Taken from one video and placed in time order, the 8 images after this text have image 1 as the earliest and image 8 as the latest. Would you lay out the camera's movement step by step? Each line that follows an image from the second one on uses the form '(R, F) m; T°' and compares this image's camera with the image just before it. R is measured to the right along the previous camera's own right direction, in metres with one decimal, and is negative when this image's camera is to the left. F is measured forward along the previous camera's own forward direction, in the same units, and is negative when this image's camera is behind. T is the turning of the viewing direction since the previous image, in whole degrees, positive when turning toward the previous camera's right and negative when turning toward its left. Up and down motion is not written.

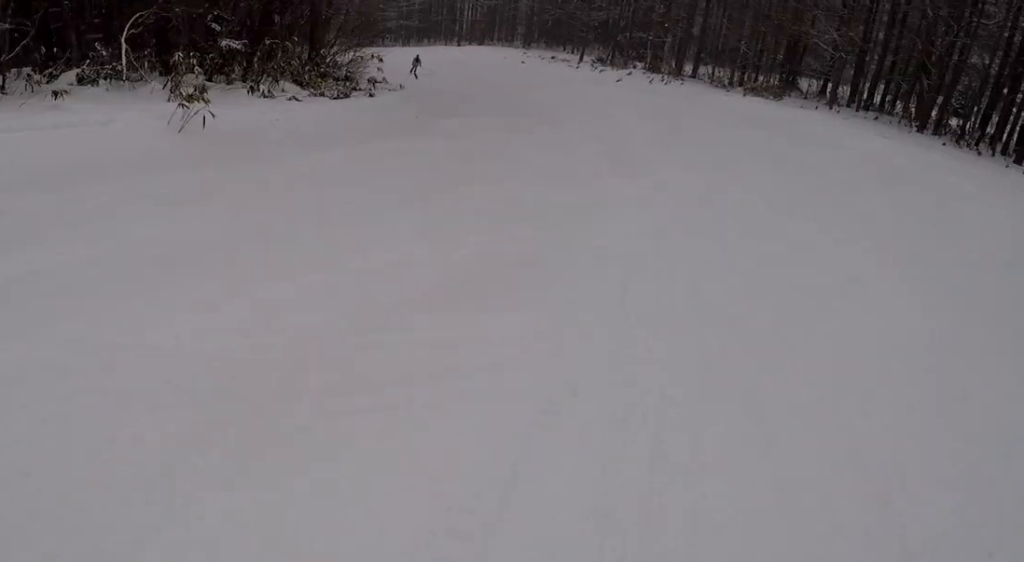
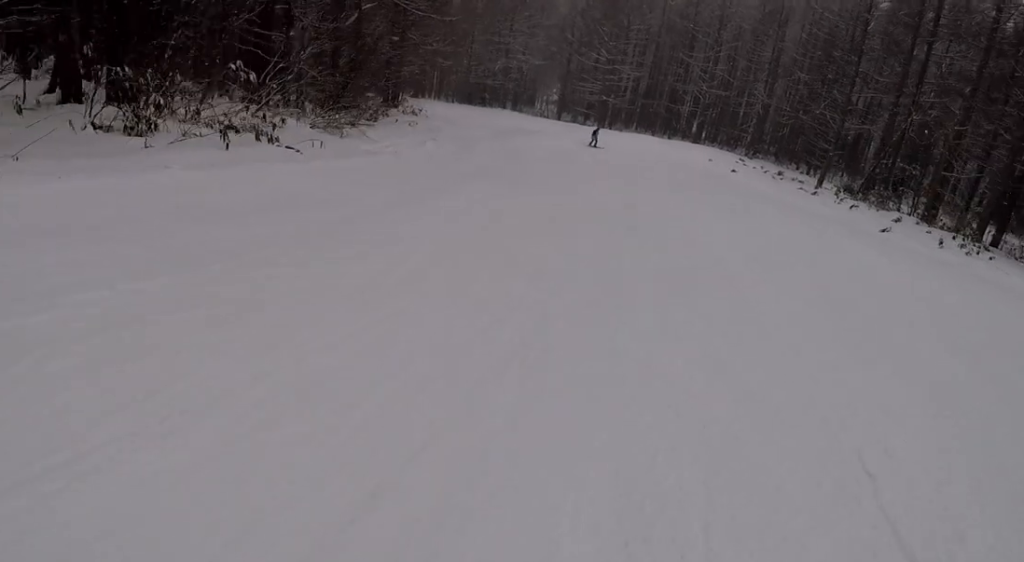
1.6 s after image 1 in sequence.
(-3.6, +20.7) m; -17°
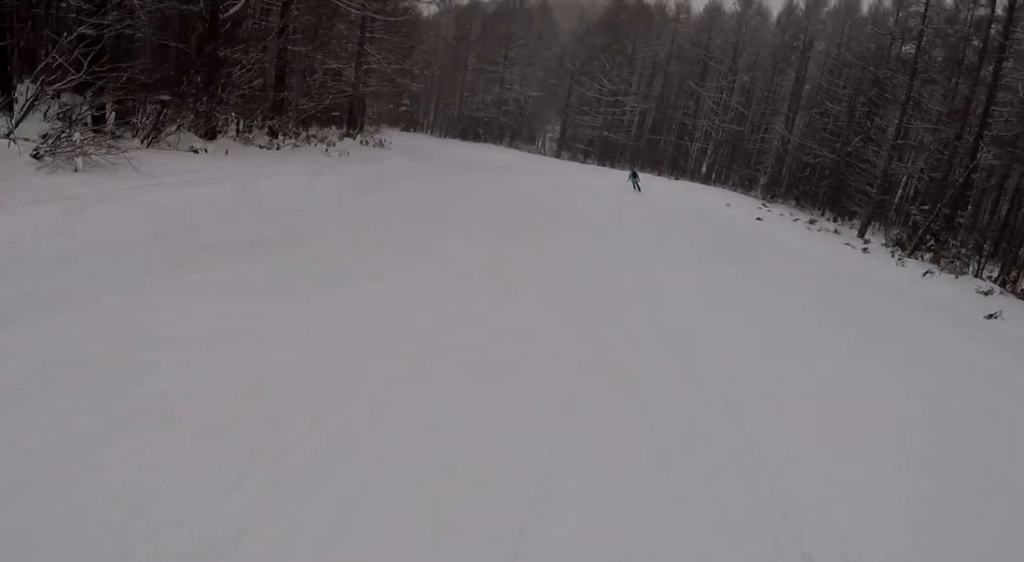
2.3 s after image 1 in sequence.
(-0.5, +9.0) m; -5°
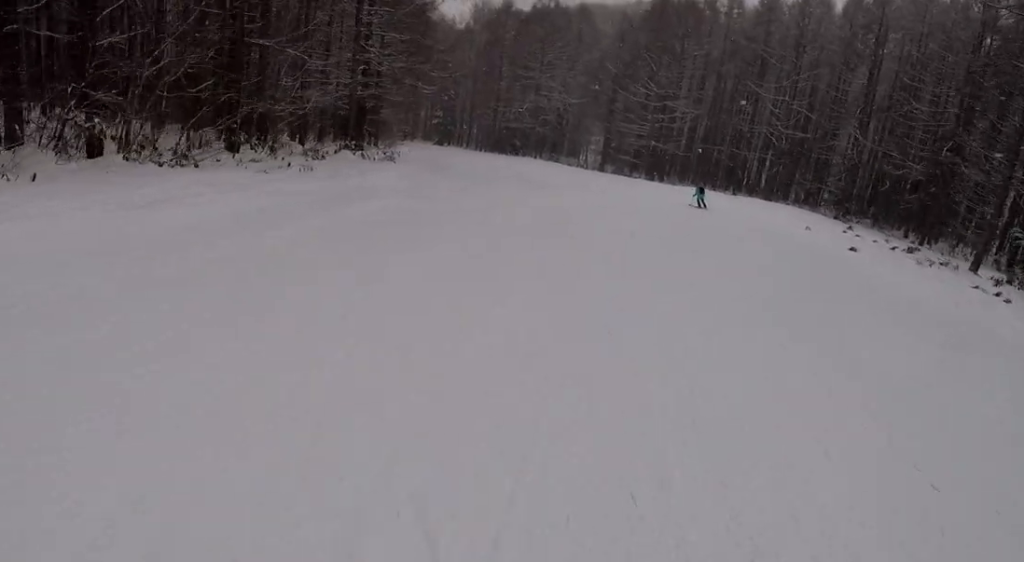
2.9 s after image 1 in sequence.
(-0.3, +6.9) m; 0°
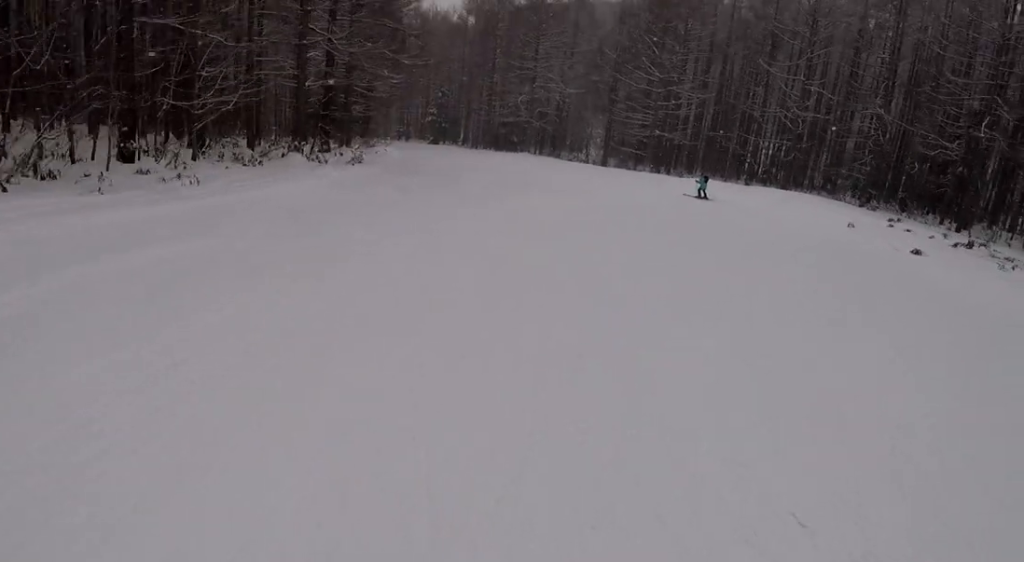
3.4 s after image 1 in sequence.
(-0.1, +6.0) m; -2°
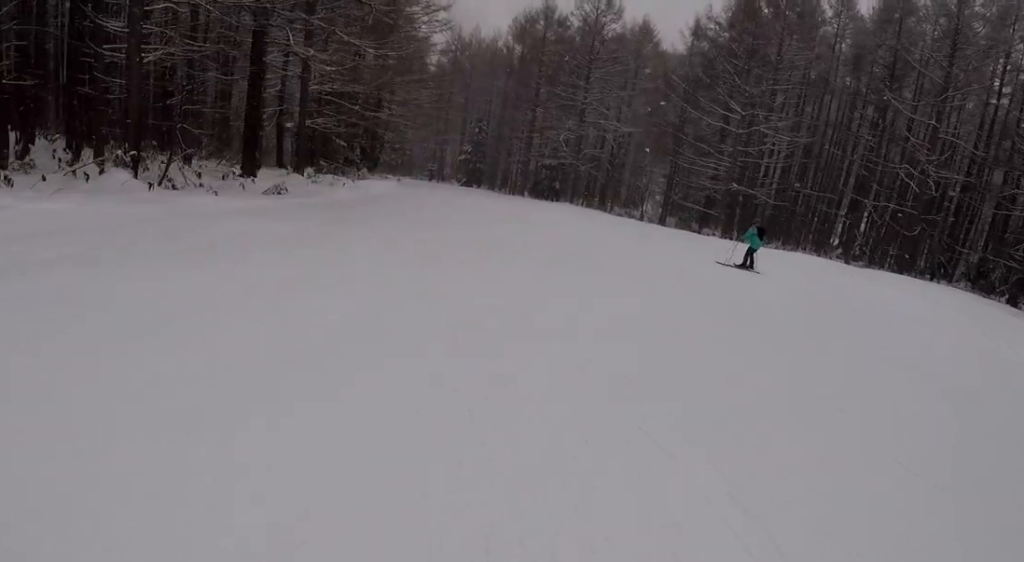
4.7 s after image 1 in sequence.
(-1.1, +13.8) m; -10°
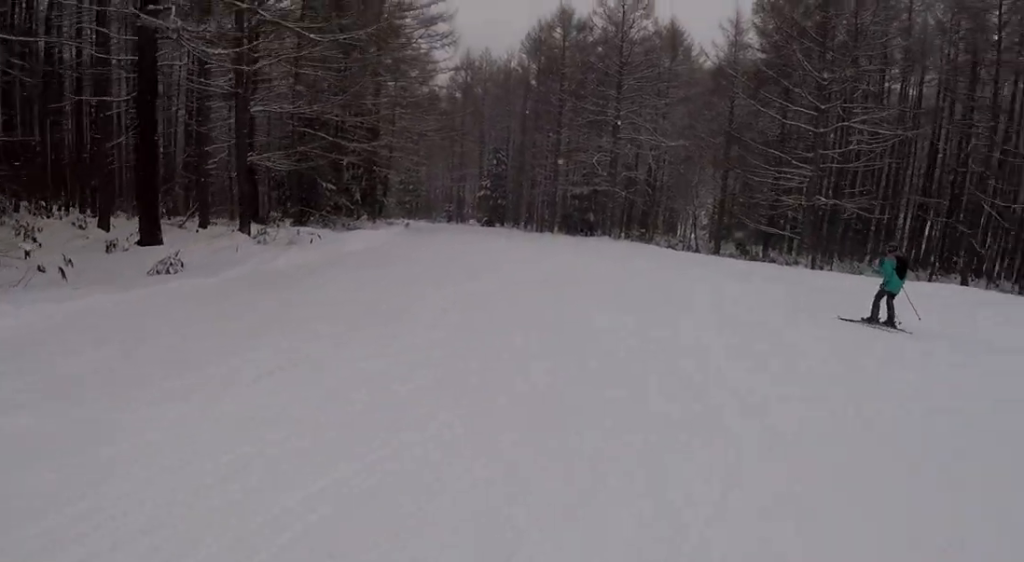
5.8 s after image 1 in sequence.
(-0.3, +10.2) m; +1°
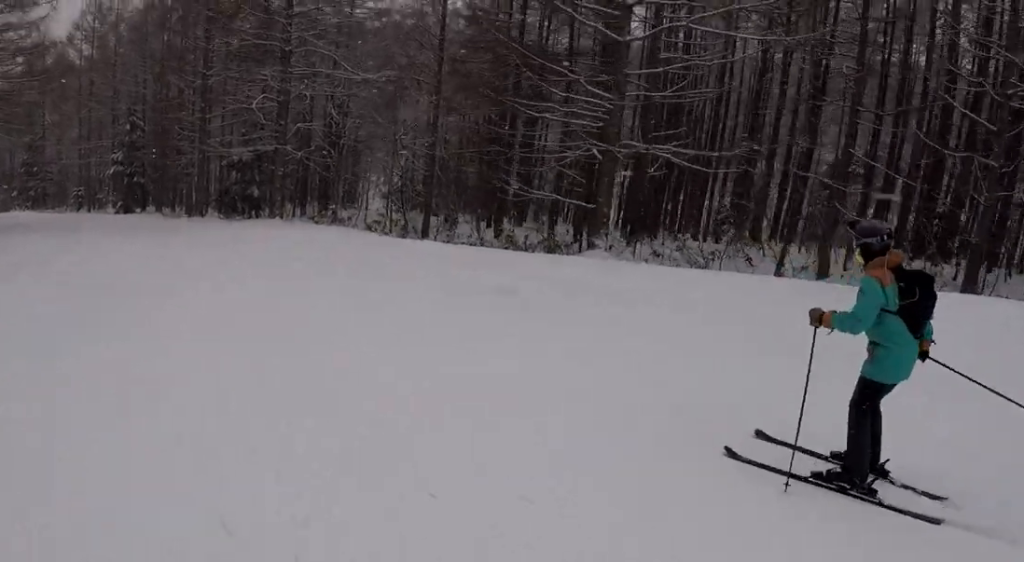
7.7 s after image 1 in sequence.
(-1.0, +16.3) m; -14°
